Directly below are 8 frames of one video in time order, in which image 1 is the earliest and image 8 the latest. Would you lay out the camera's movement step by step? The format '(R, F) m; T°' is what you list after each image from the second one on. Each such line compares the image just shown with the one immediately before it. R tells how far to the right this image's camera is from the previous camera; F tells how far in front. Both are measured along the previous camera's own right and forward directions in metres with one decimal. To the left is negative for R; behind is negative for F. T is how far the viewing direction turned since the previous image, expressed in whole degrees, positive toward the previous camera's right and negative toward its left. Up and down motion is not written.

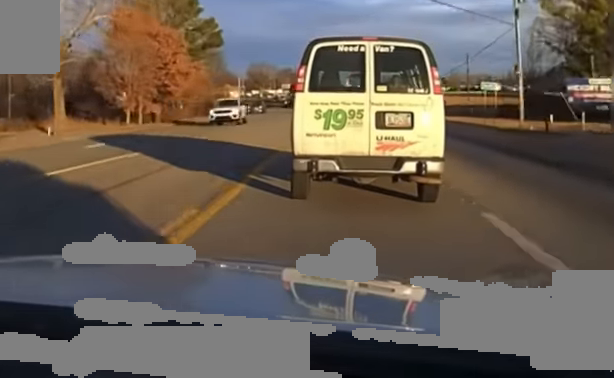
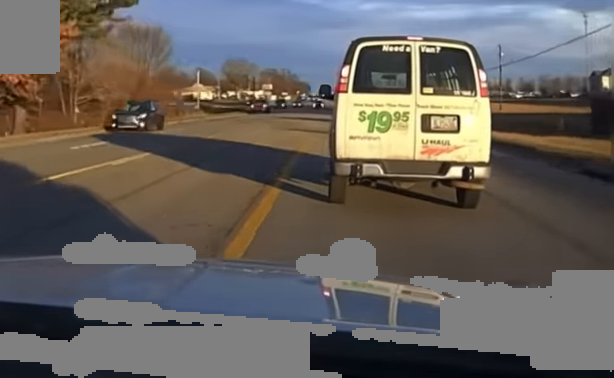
(0.0, +38.3) m; 0°
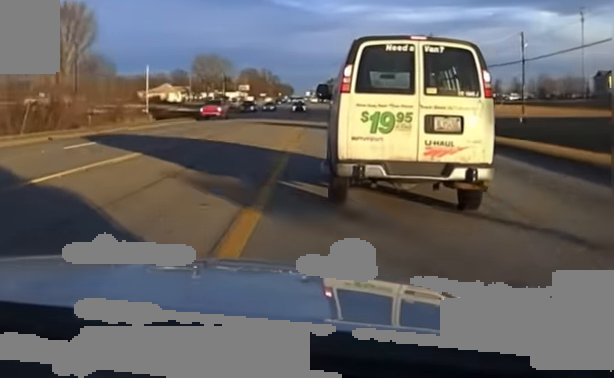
(0.0, +23.8) m; +1°
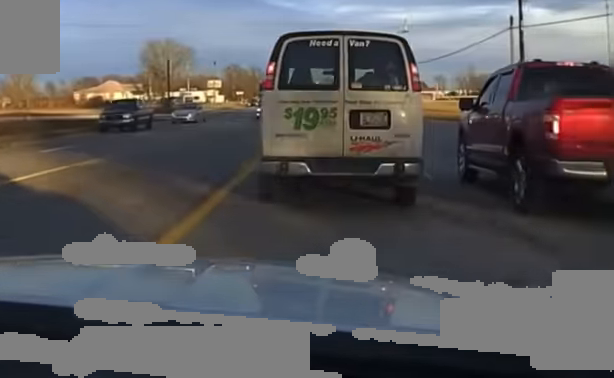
(+0.6, +50.9) m; +1°
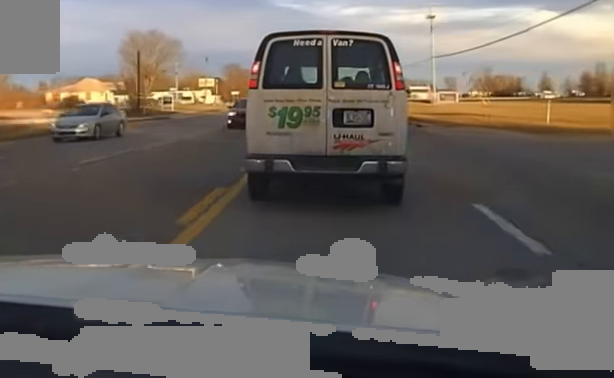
(0.0, +19.2) m; 0°
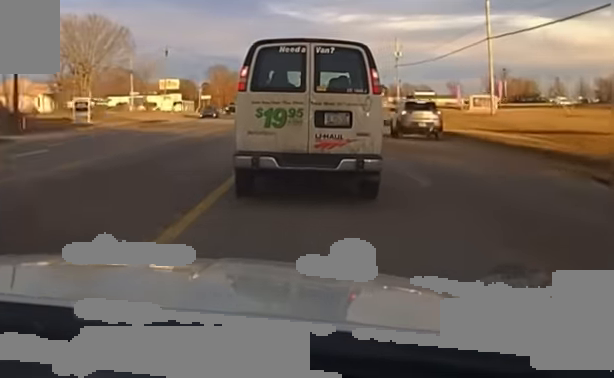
(0.0, +33.7) m; 0°
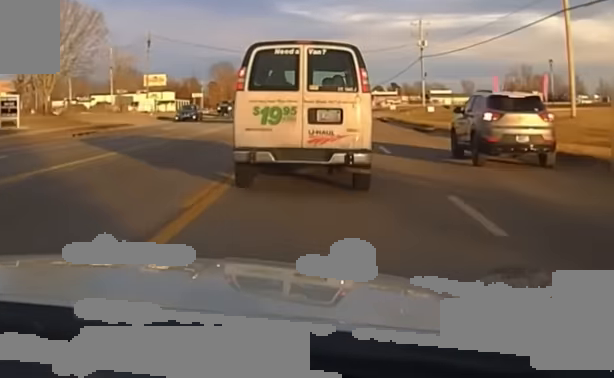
(0.0, +17.7) m; 0°
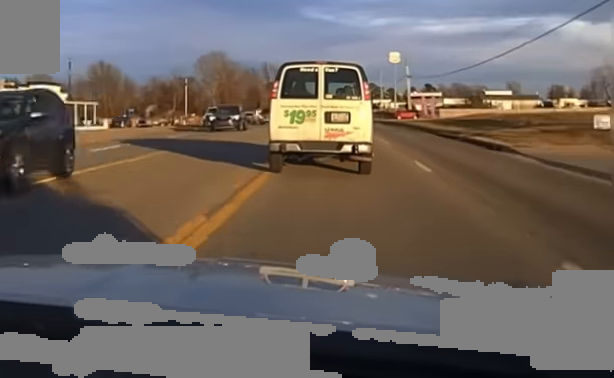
(-0.9, +67.8) m; -2°
